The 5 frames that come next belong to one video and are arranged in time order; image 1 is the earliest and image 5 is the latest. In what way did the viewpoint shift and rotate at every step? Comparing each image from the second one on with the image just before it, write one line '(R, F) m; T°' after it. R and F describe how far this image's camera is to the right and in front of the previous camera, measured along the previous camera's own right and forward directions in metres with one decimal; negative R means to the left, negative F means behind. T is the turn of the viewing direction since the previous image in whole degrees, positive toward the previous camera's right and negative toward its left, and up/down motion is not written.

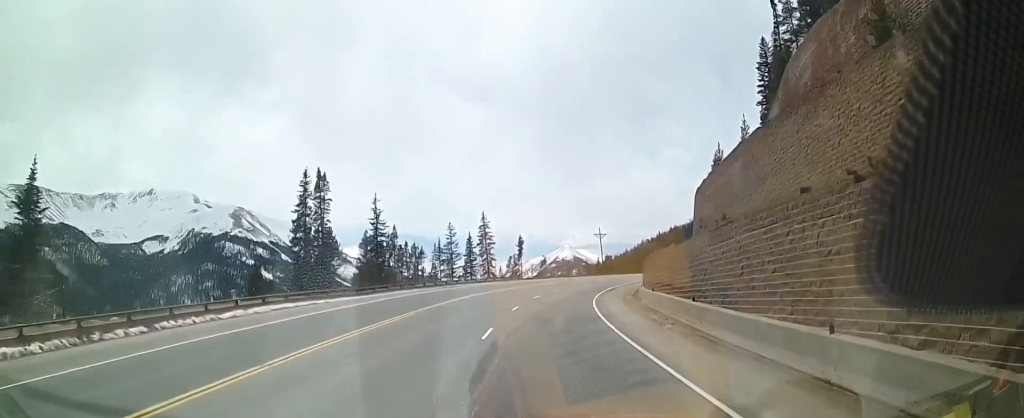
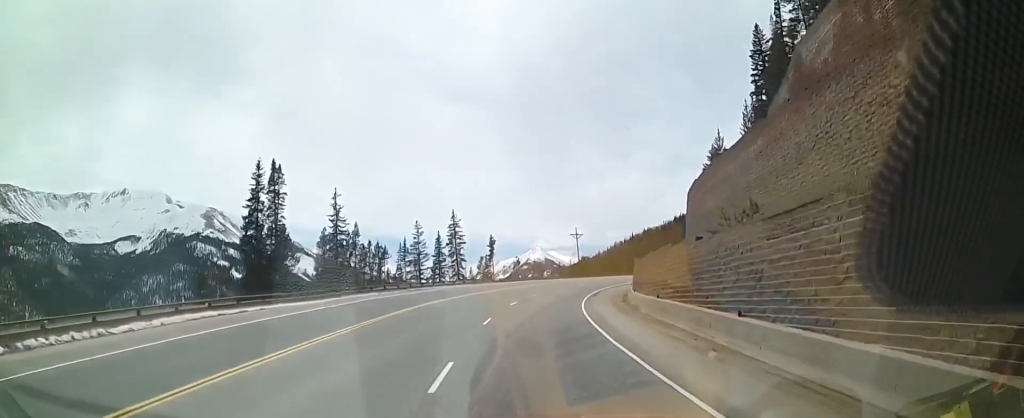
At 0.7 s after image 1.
(+0.2, +7.4) m; +2°
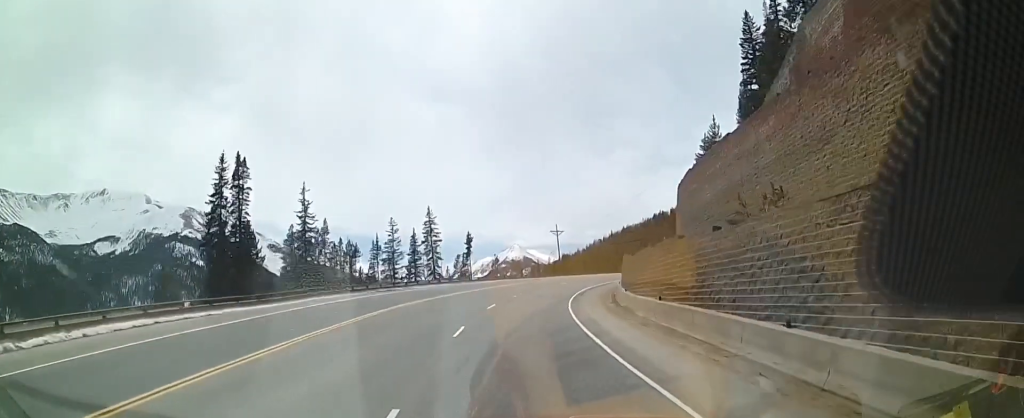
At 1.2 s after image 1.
(0.0, +4.4) m; 0°
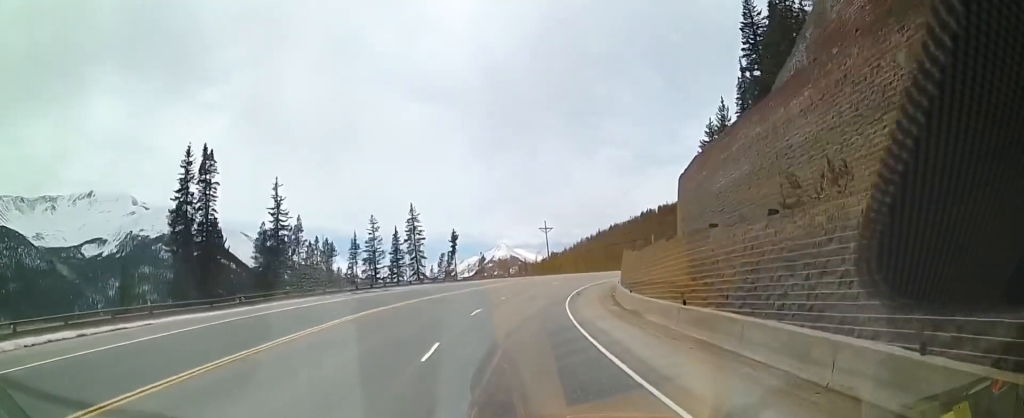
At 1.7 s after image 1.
(0.0, +5.2) m; 0°
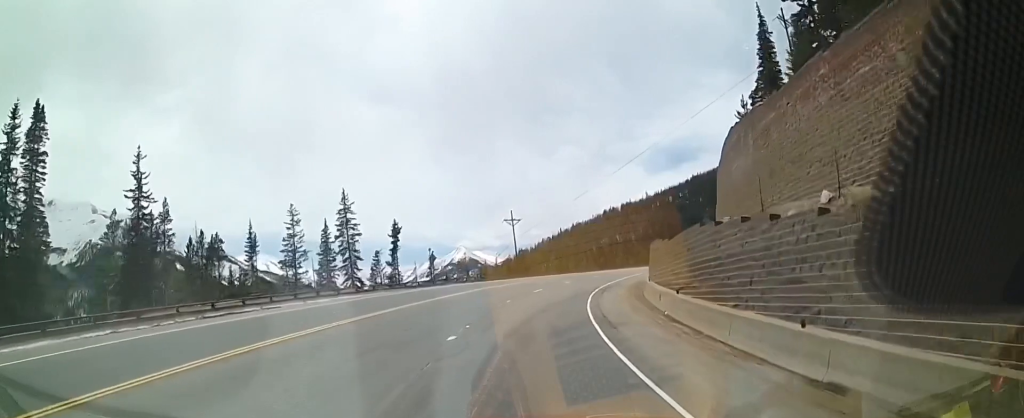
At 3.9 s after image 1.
(+0.6, +22.4) m; +5°
